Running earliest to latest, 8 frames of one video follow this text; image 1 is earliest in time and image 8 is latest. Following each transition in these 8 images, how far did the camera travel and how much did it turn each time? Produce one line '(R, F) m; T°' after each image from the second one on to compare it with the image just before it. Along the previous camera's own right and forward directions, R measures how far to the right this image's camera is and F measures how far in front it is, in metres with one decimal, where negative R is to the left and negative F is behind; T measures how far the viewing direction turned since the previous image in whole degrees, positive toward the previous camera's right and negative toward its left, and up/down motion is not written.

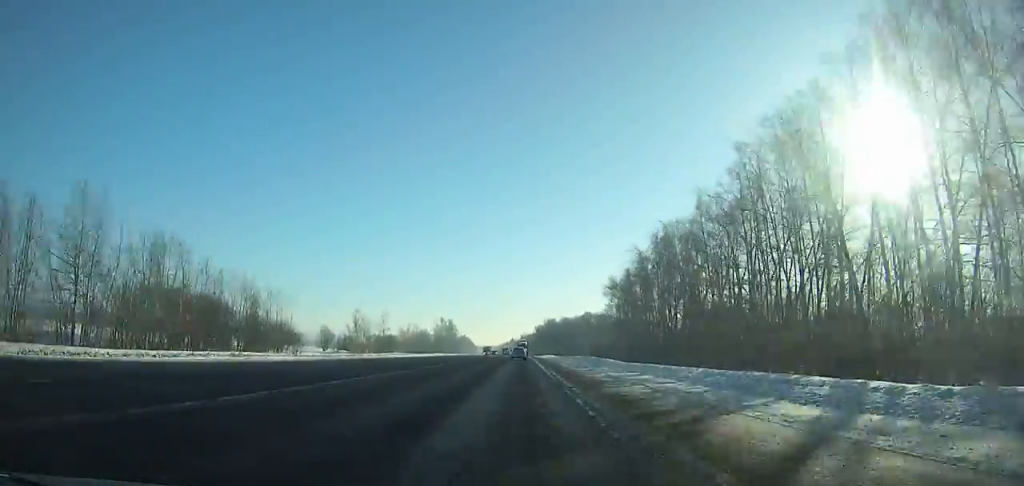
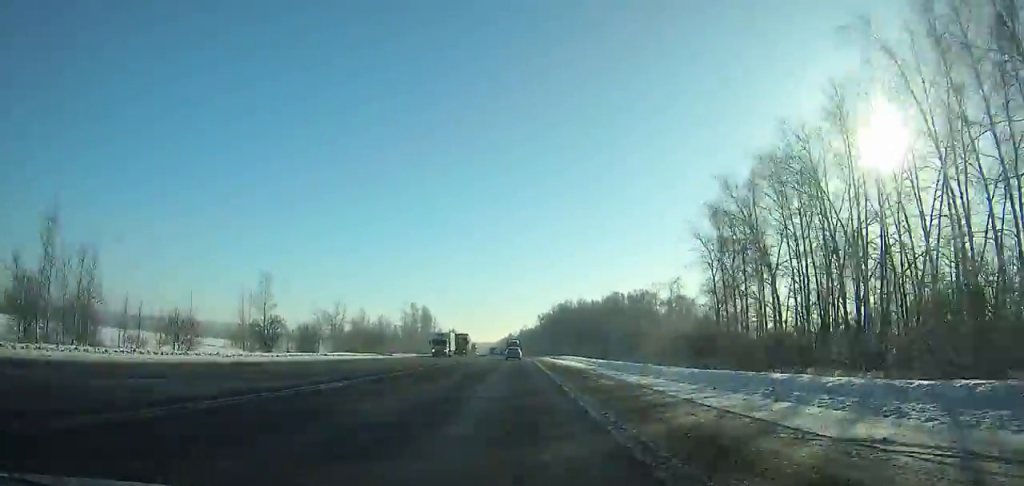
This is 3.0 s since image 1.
(-0.3, +81.7) m; -1°
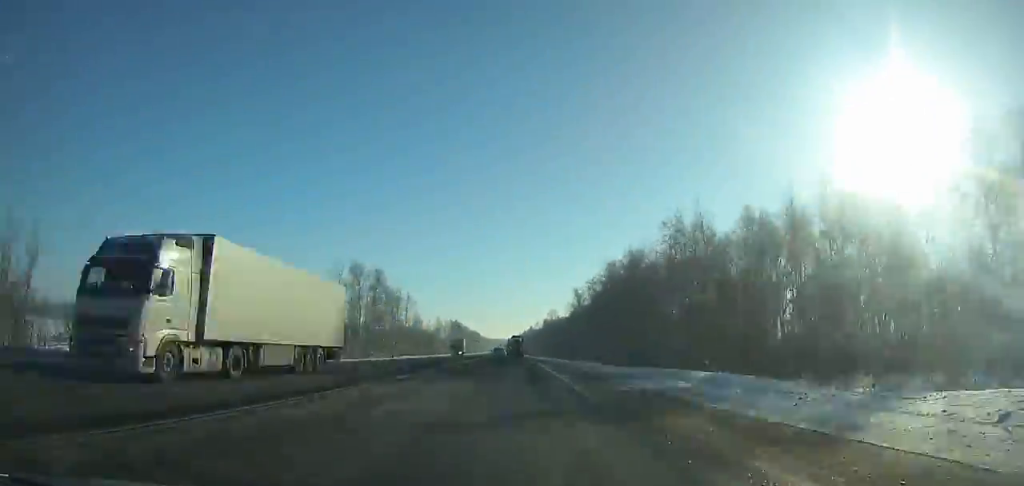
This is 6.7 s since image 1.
(-1.8, +102.8) m; -2°
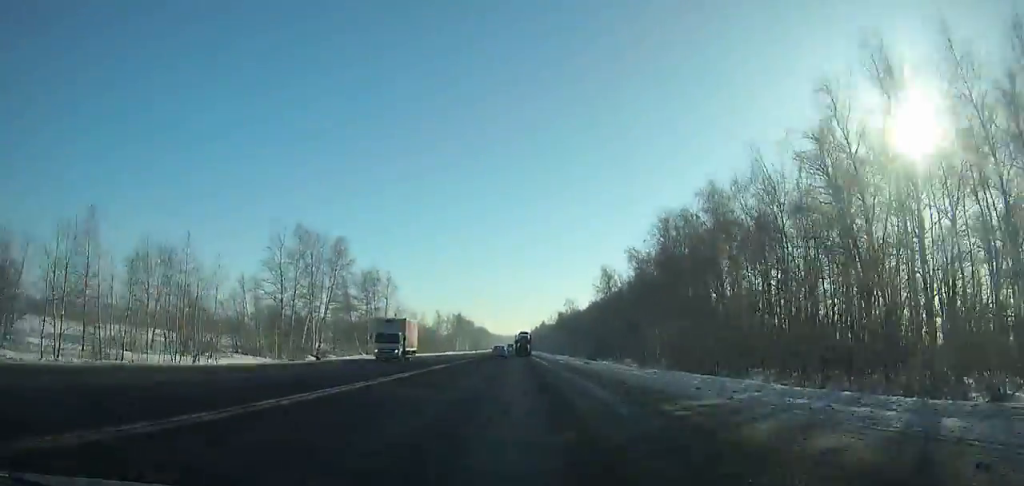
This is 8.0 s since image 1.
(-0.3, +36.9) m; -1°
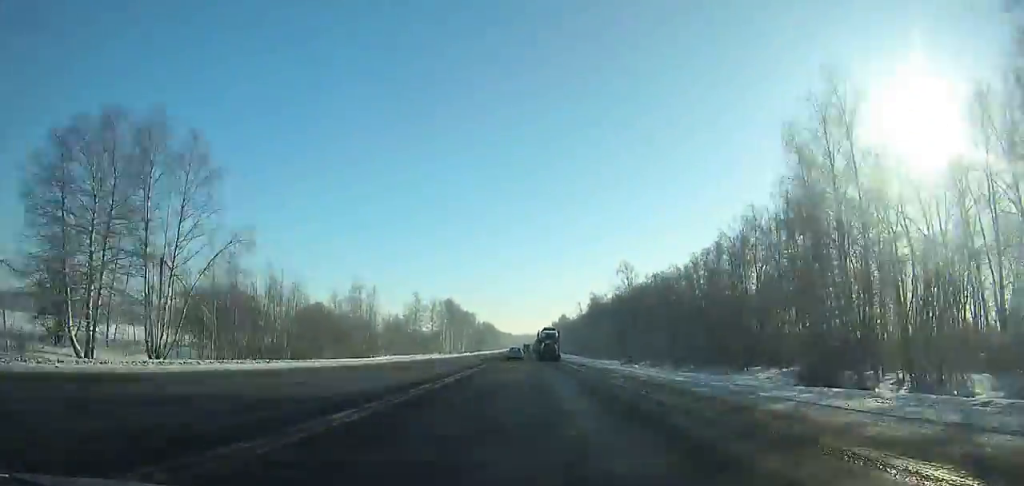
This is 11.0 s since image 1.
(-0.8, +86.3) m; 0°
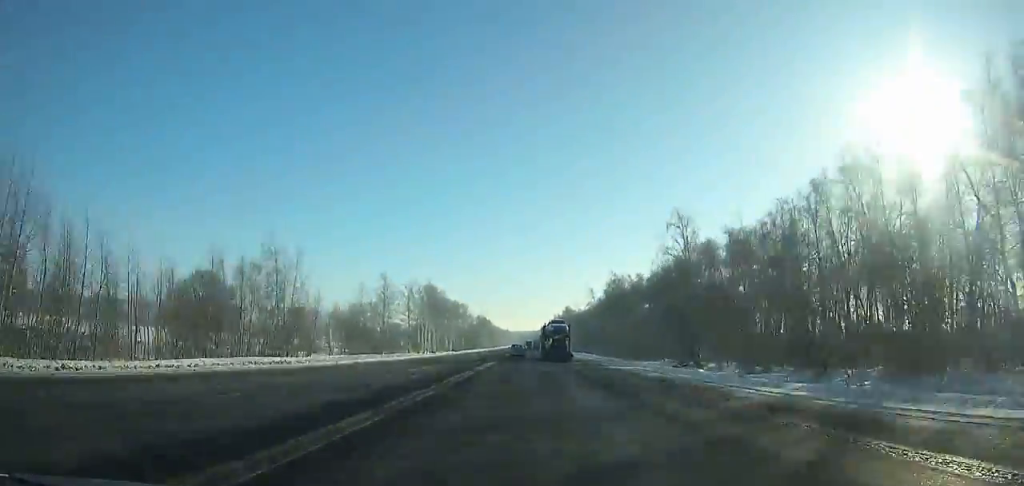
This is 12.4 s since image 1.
(+0.1, +40.9) m; 0°
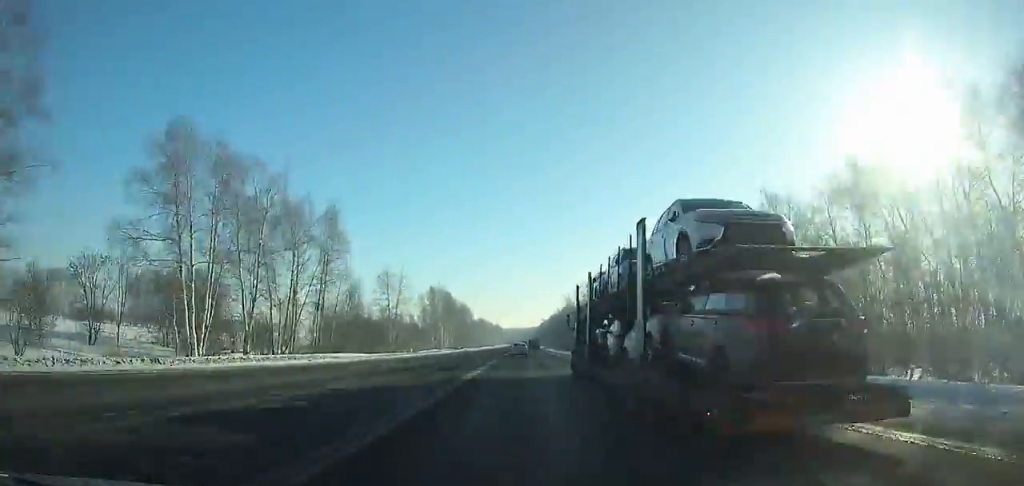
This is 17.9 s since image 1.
(+0.3, +163.6) m; 0°
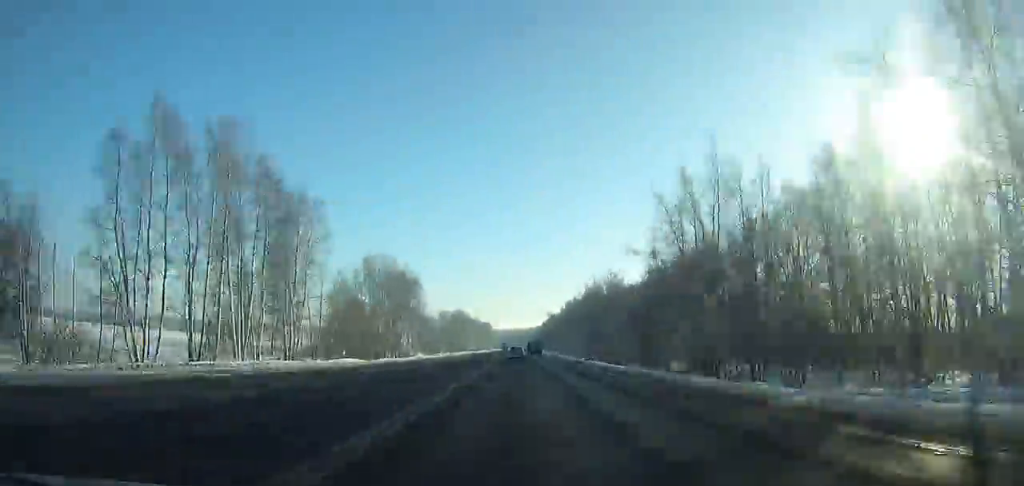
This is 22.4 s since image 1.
(+0.1, +136.2) m; 0°
